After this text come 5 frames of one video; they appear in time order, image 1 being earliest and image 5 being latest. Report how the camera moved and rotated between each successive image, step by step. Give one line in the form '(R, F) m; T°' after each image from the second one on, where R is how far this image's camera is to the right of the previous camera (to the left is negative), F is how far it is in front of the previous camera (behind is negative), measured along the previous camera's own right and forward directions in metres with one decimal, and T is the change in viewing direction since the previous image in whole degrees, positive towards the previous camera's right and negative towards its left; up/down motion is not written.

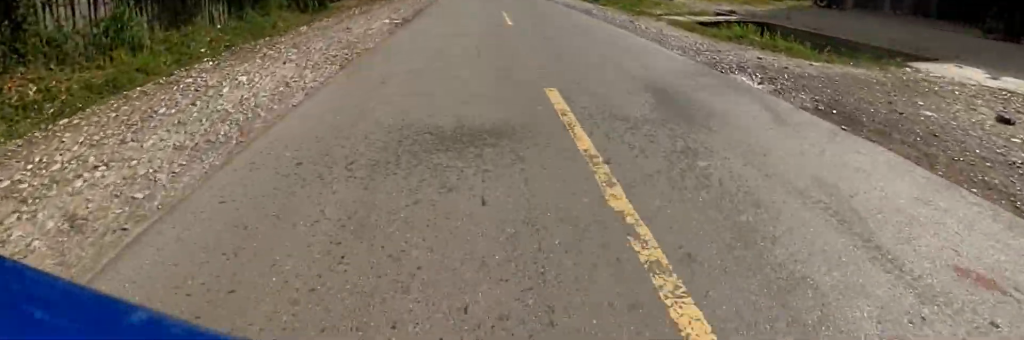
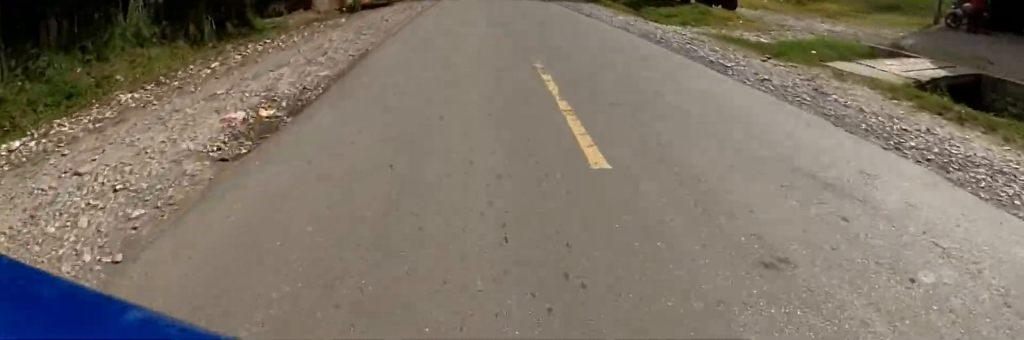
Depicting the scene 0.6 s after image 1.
(0.0, +6.7) m; -2°
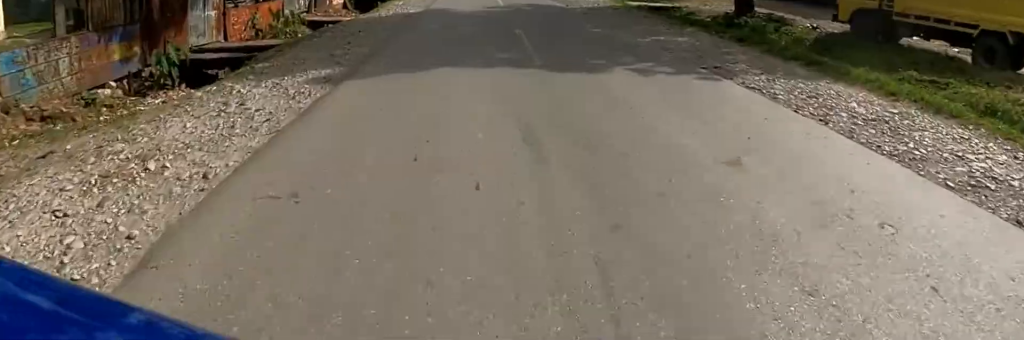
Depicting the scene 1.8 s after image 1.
(-0.6, +13.0) m; -5°
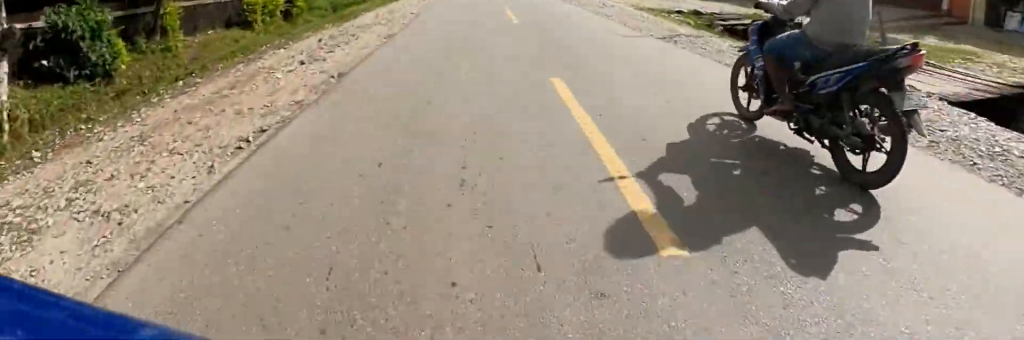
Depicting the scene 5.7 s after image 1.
(-0.8, +43.1) m; -1°
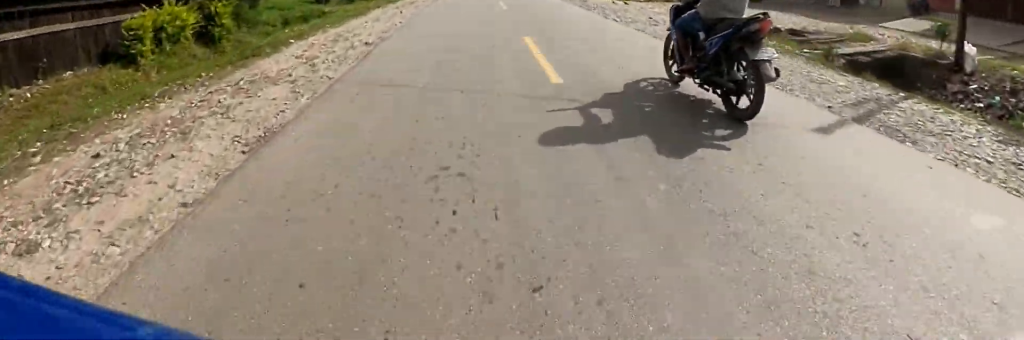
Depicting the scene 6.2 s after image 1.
(0.0, +4.9) m; 0°
